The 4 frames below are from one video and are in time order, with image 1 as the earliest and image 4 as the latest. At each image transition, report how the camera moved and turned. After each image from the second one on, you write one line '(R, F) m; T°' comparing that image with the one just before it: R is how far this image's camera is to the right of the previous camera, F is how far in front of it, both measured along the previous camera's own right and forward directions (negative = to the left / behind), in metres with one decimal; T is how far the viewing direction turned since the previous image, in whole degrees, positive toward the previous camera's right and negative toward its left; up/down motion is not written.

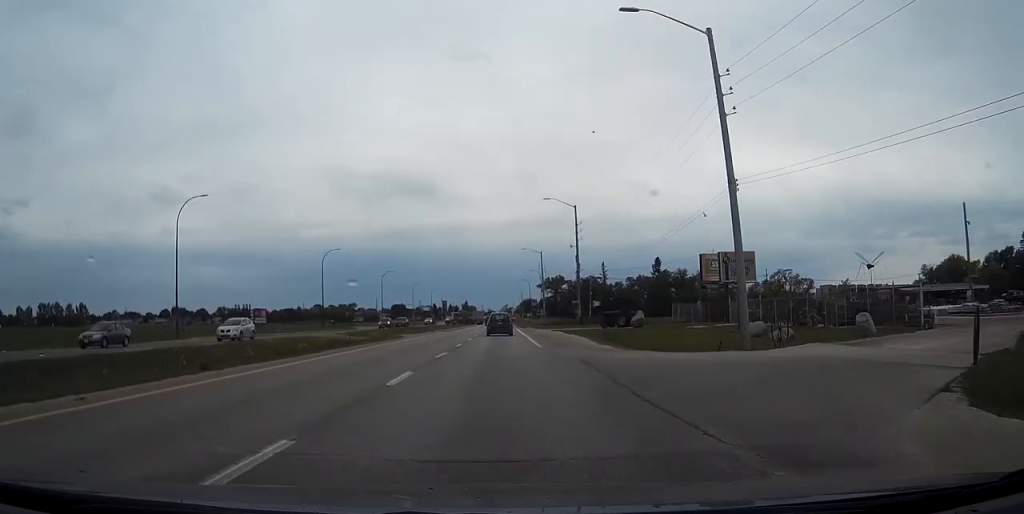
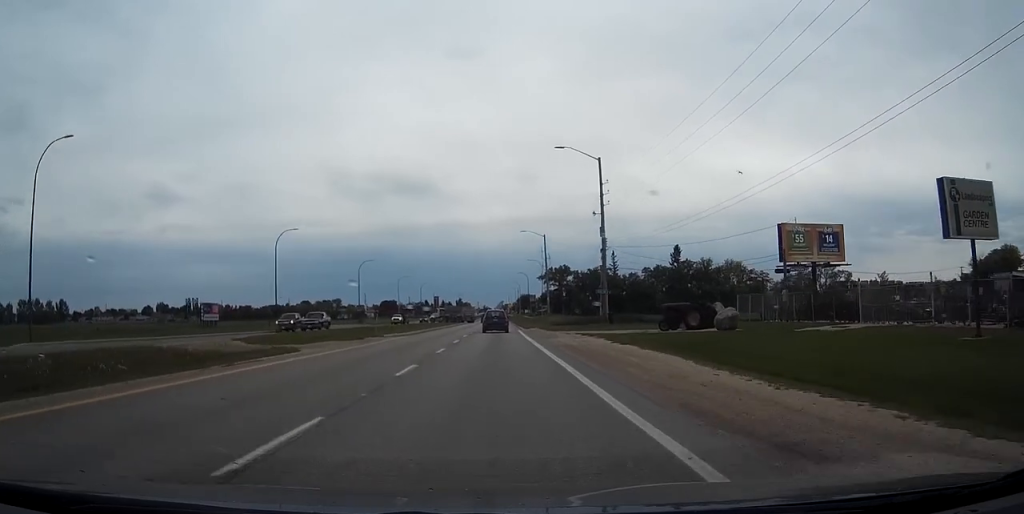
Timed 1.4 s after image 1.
(-0.1, +26.3) m; 0°
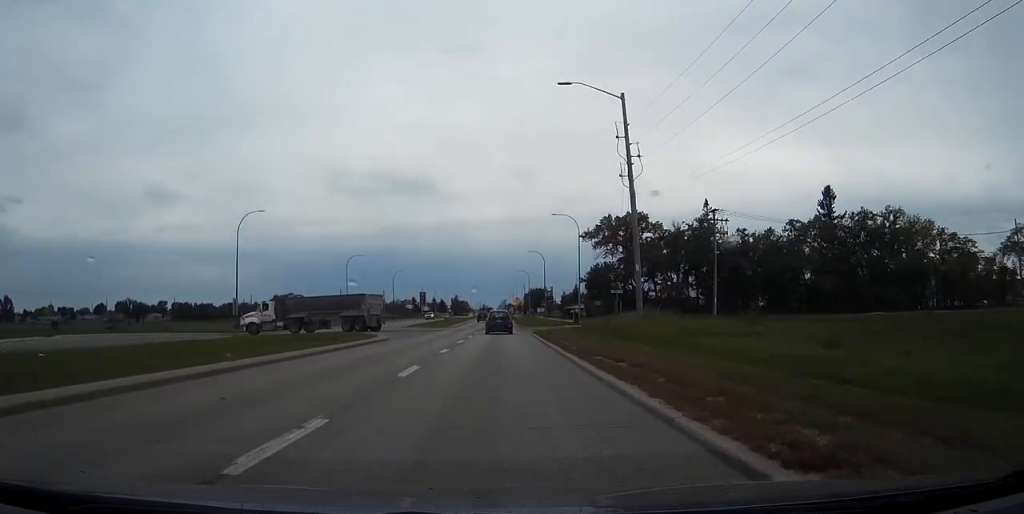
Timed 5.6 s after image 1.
(+0.2, +83.2) m; 0°
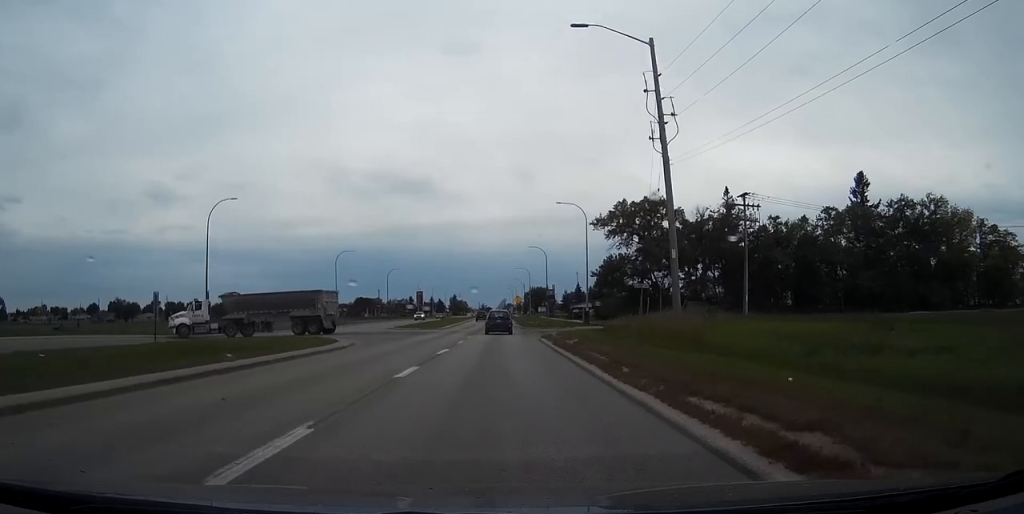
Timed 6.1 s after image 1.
(-0.1, +9.8) m; 0°
